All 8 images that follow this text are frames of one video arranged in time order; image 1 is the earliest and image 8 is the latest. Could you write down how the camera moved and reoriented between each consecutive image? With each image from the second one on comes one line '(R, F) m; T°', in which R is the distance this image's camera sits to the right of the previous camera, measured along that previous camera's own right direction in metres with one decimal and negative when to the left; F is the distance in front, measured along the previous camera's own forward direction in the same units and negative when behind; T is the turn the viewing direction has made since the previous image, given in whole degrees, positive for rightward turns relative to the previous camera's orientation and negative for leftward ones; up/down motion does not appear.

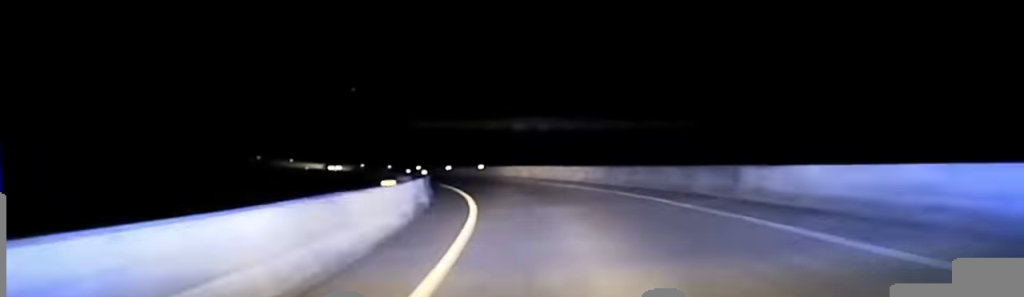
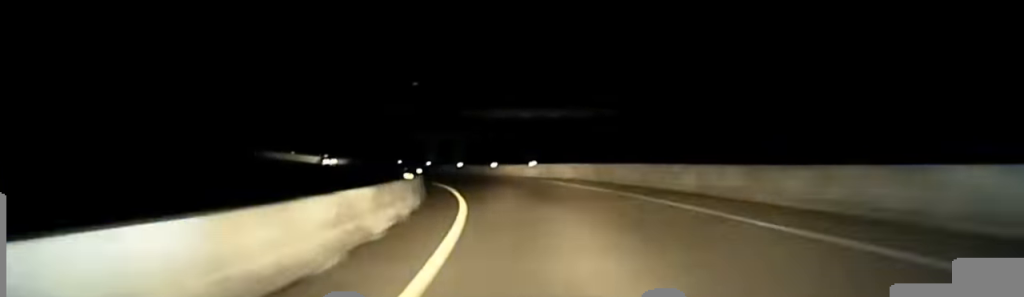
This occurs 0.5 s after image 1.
(0.0, +16.6) m; -4°
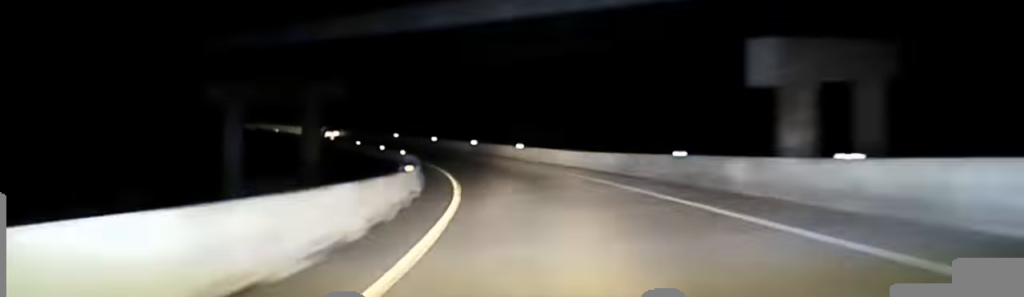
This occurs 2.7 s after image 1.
(-15.5, +83.0) m; -22°
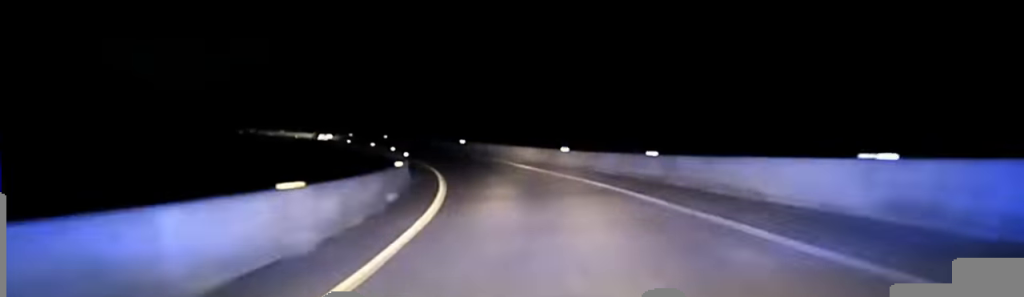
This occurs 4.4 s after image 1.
(-13.0, +82.2) m; -16°
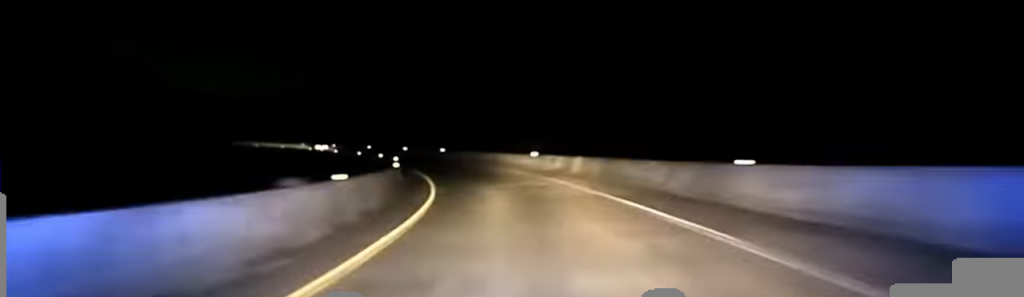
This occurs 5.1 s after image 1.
(-2.0, +27.5) m; -7°
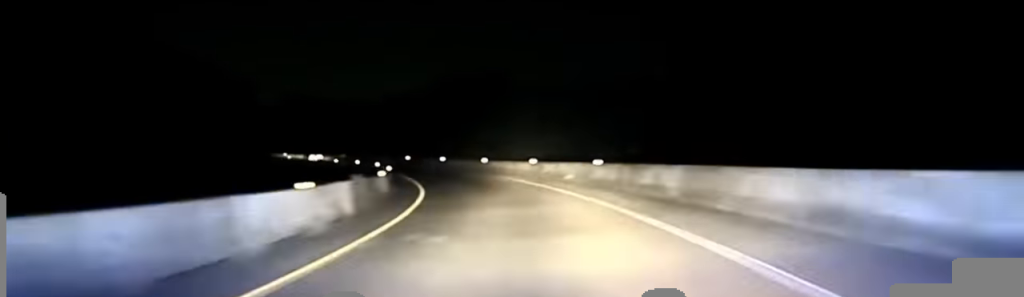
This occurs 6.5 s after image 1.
(-4.8, +46.2) m; -13°
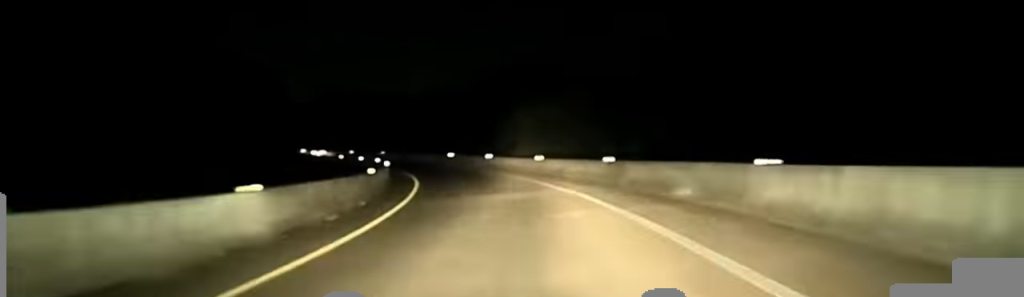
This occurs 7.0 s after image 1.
(-1.1, +16.8) m; -4°
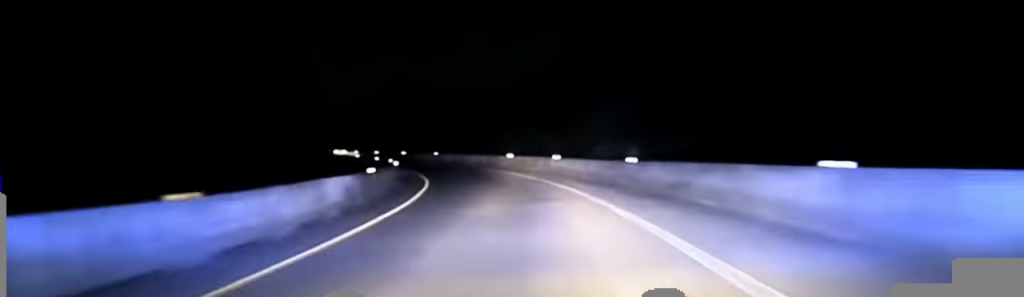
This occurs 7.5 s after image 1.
(-0.1, +18.0) m; -4°
